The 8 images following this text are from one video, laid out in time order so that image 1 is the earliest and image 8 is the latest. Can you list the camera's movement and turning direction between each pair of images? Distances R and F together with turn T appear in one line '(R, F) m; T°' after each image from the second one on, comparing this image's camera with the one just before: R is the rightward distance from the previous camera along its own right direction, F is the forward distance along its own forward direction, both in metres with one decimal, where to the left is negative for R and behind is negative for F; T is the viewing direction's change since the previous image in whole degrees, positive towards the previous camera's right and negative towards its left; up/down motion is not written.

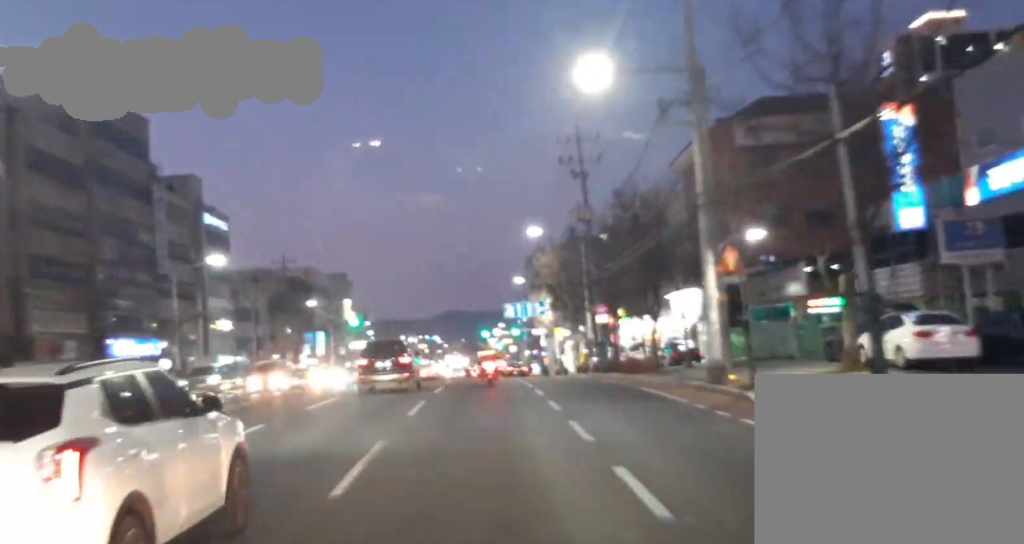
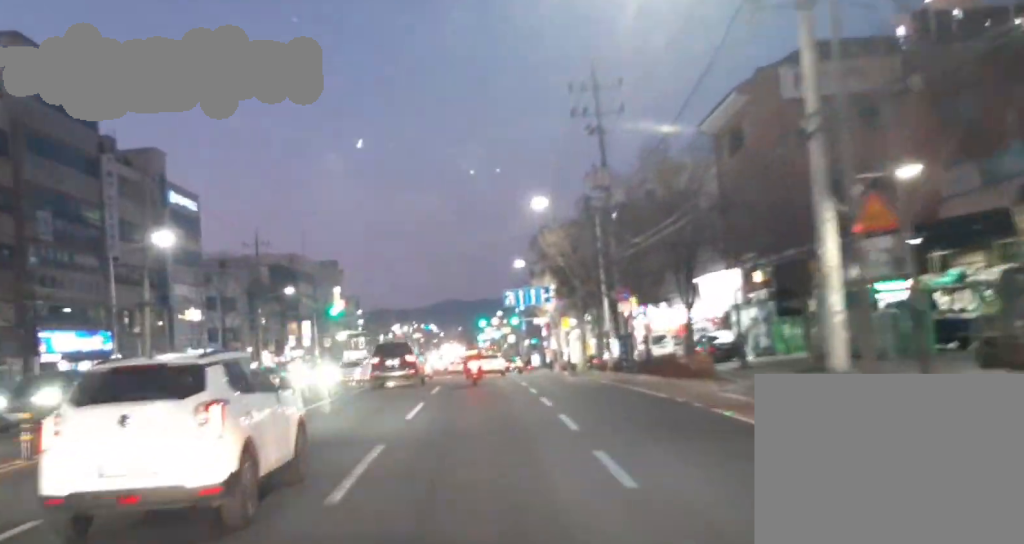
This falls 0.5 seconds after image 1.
(-0.1, +9.9) m; 0°
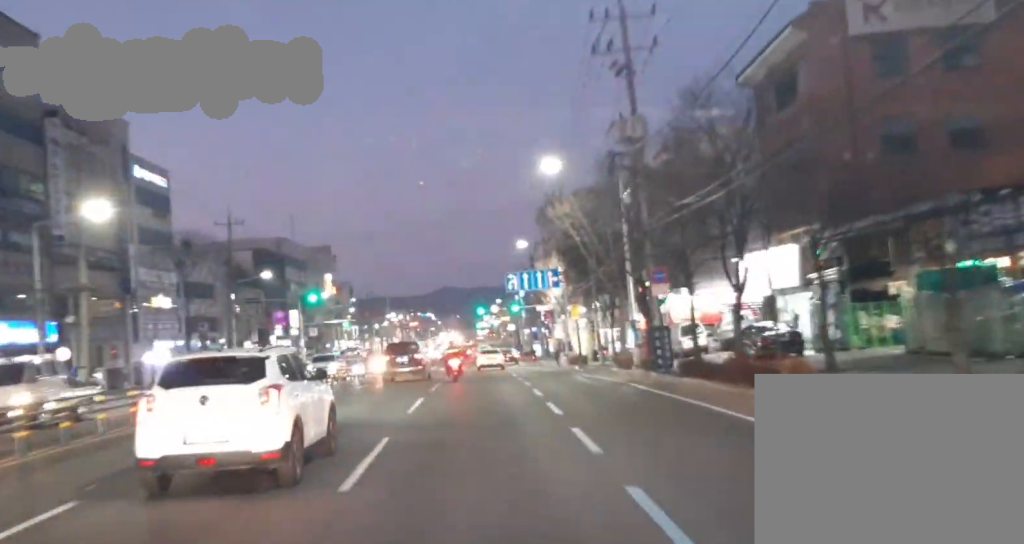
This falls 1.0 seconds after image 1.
(-0.1, +9.2) m; 0°
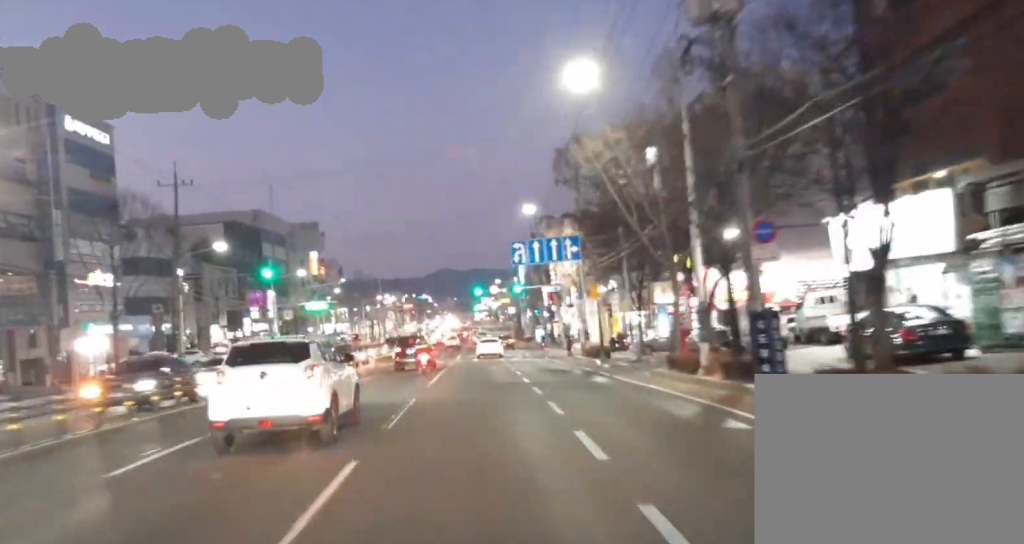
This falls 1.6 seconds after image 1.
(+0.1, +12.5) m; 0°
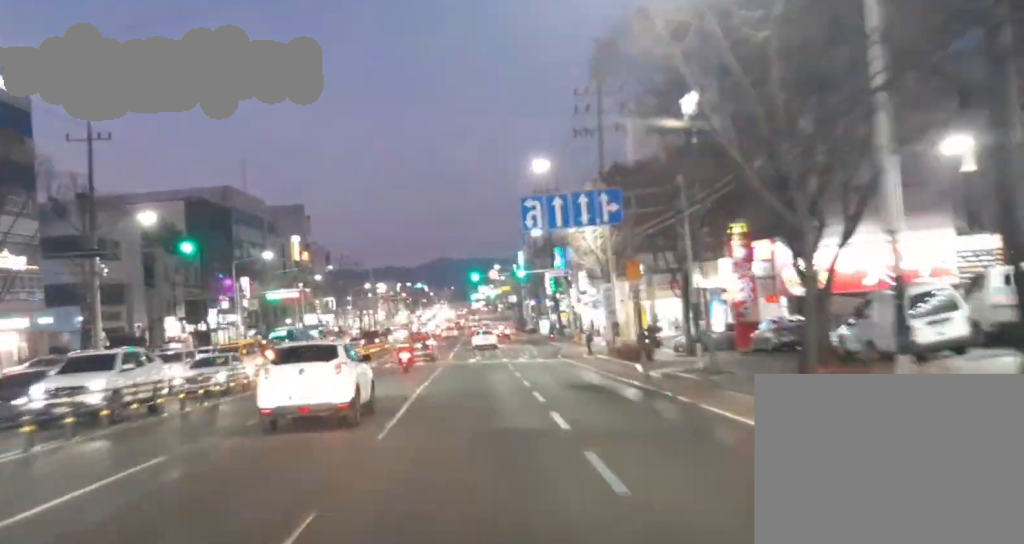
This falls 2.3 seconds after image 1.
(0.0, +13.3) m; 0°
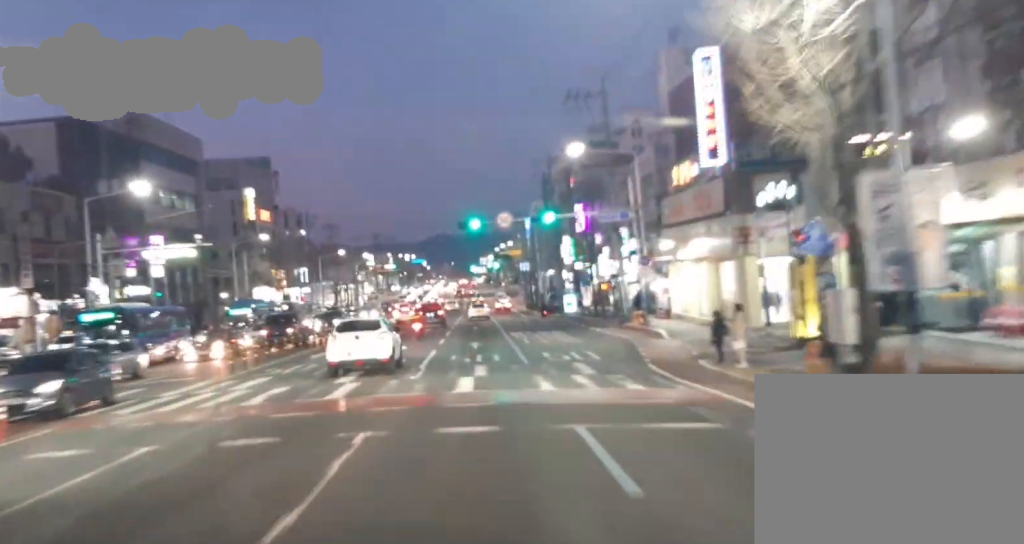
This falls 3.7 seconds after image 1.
(0.0, +30.2) m; 0°
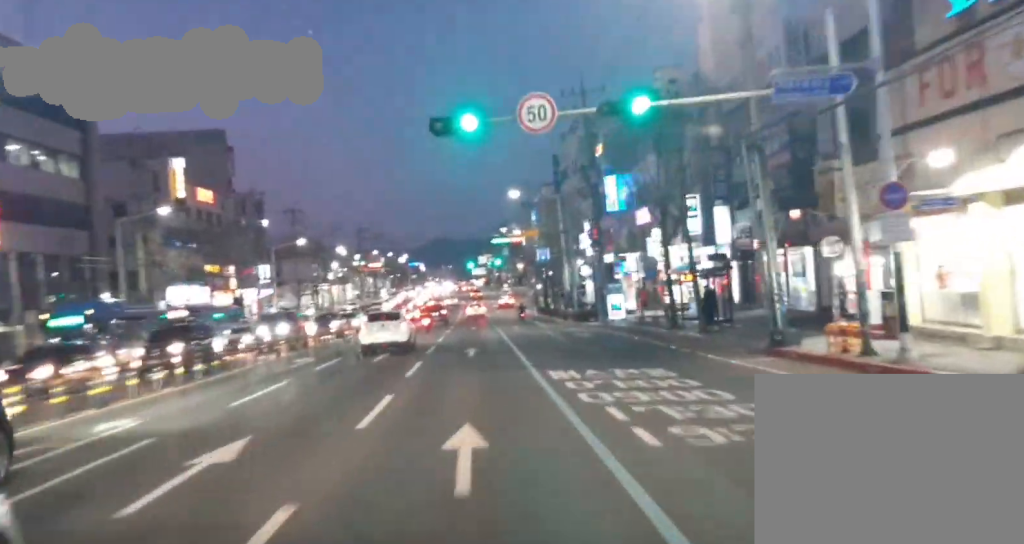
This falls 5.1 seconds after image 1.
(0.0, +29.2) m; 0°
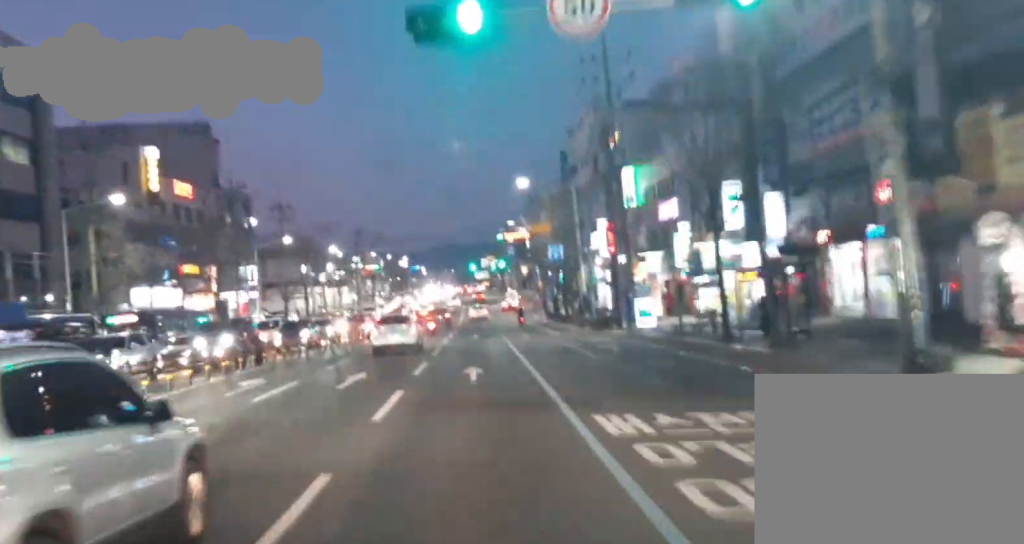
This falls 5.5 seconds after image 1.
(0.0, +8.7) m; 0°
